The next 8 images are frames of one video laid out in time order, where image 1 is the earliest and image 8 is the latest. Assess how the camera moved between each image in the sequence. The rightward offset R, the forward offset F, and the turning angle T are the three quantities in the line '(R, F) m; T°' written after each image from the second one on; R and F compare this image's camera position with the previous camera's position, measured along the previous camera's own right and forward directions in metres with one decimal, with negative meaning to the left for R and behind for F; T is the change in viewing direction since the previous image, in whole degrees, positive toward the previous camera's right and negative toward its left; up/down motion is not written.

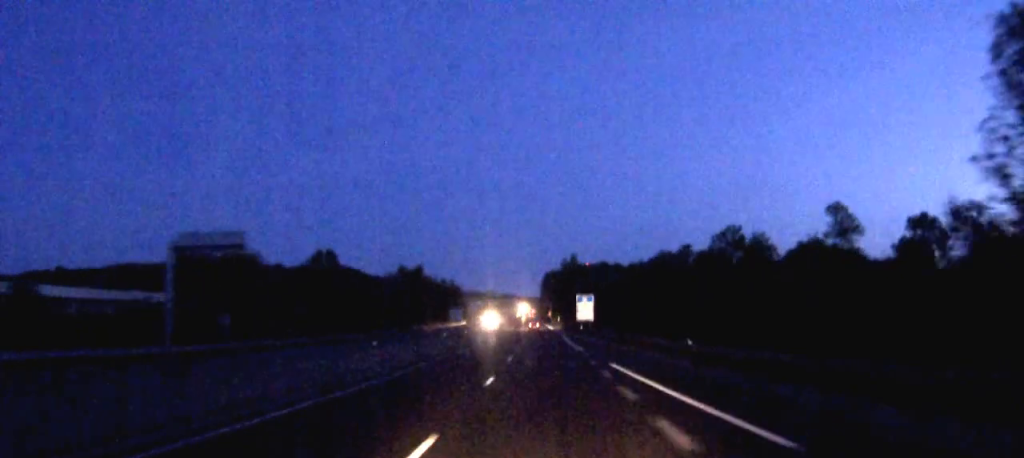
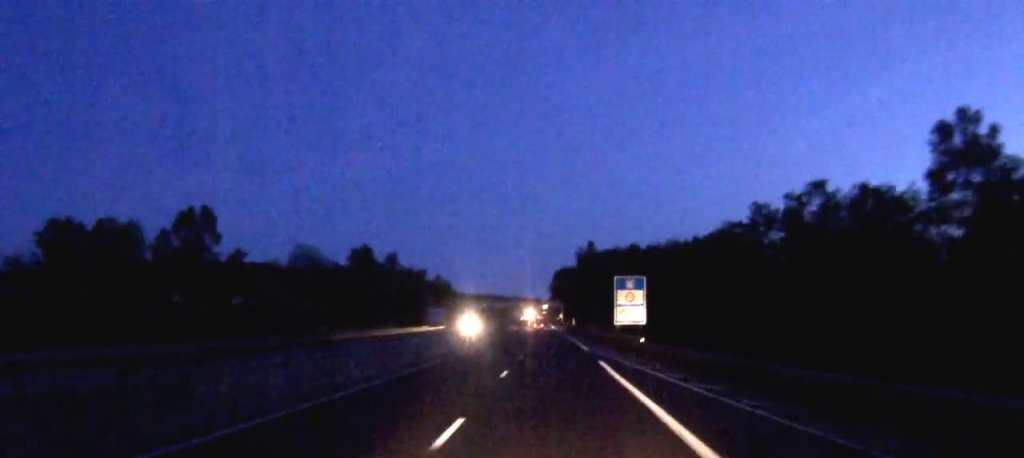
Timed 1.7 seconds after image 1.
(-0.4, +50.2) m; -1°
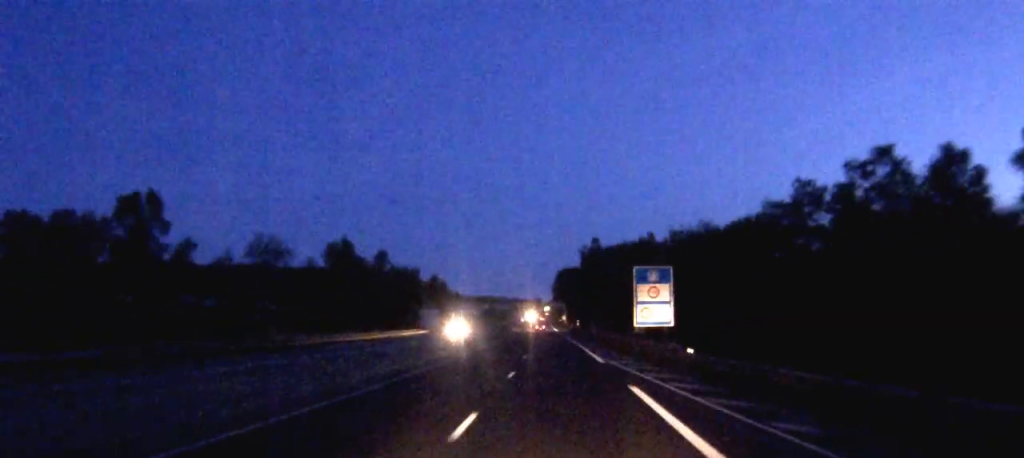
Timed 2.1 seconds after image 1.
(0.0, +12.1) m; 0°
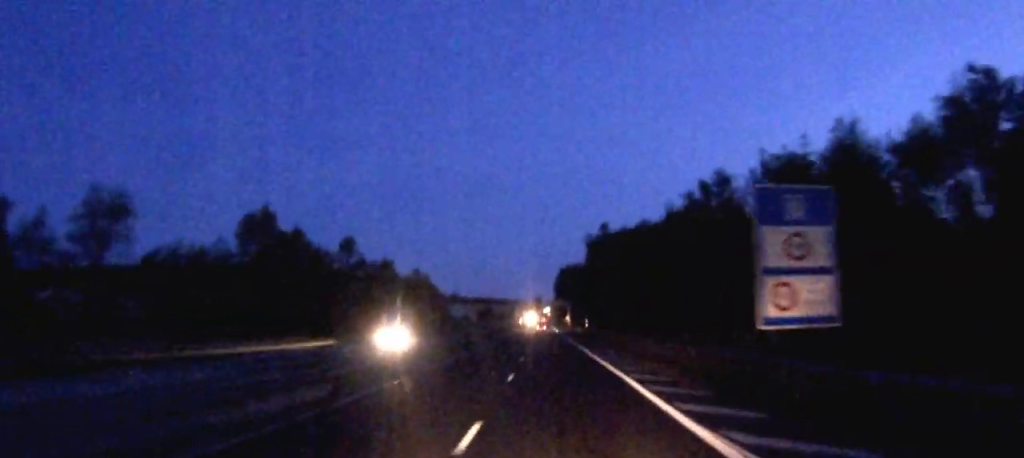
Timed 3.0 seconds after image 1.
(-0.1, +27.2) m; 0°
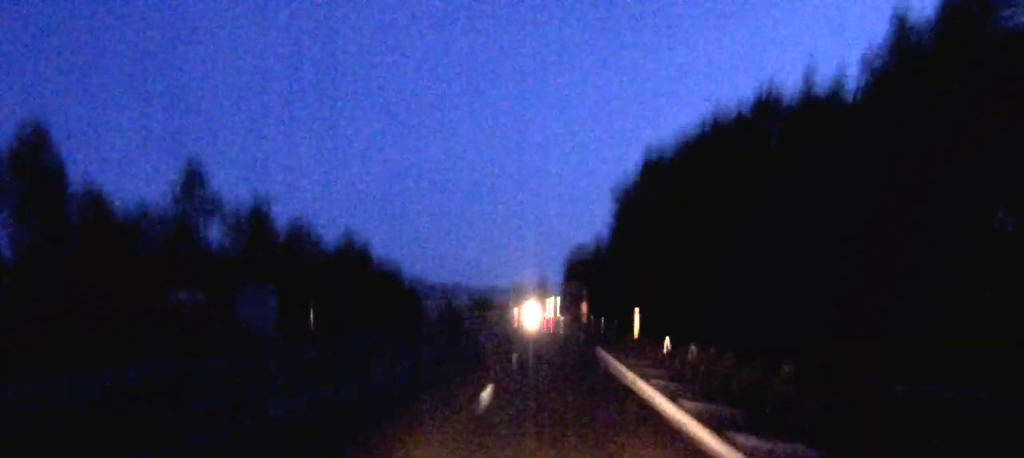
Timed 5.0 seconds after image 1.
(-0.2, +60.4) m; 0°
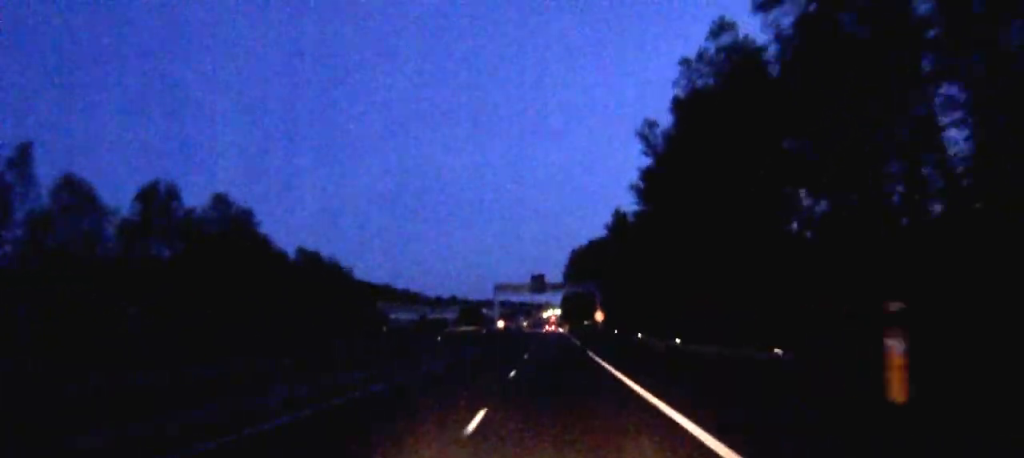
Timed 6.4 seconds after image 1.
(+0.1, +42.1) m; 0°
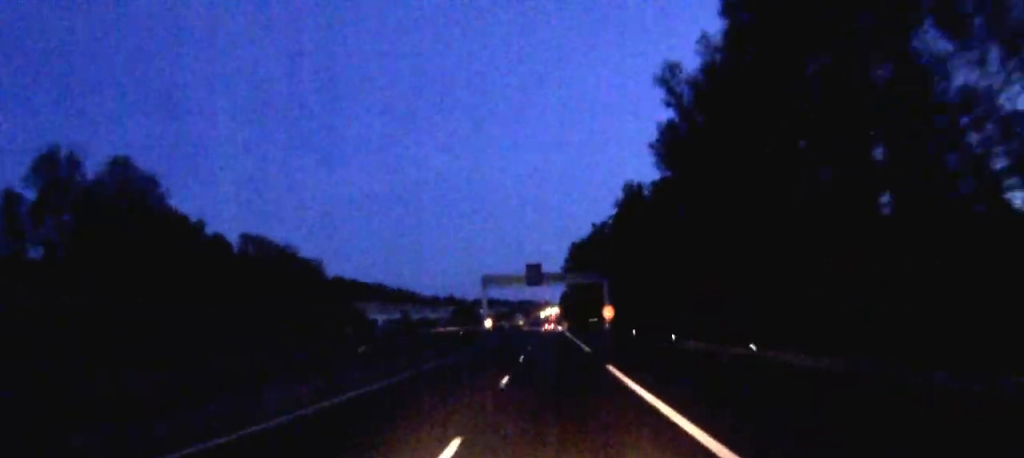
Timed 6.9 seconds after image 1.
(0.0, +17.0) m; 0°
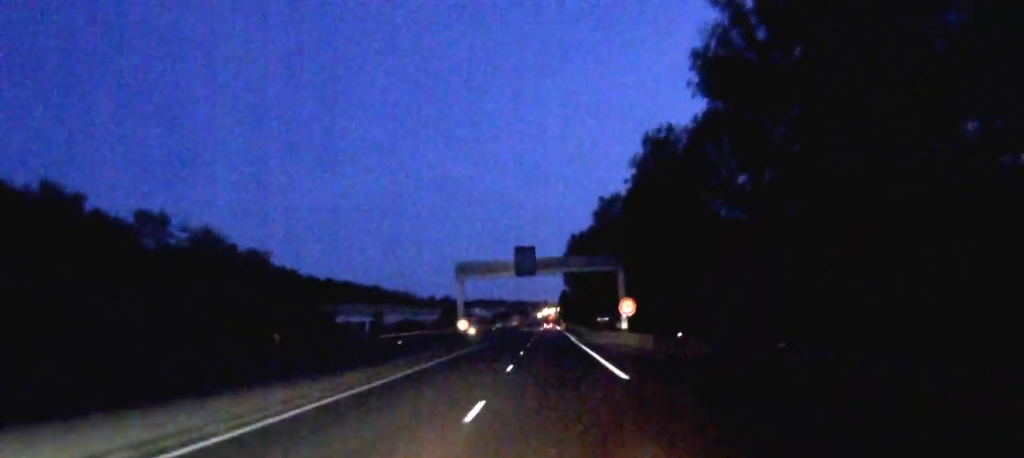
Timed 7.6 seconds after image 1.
(0.0, +20.9) m; 0°
